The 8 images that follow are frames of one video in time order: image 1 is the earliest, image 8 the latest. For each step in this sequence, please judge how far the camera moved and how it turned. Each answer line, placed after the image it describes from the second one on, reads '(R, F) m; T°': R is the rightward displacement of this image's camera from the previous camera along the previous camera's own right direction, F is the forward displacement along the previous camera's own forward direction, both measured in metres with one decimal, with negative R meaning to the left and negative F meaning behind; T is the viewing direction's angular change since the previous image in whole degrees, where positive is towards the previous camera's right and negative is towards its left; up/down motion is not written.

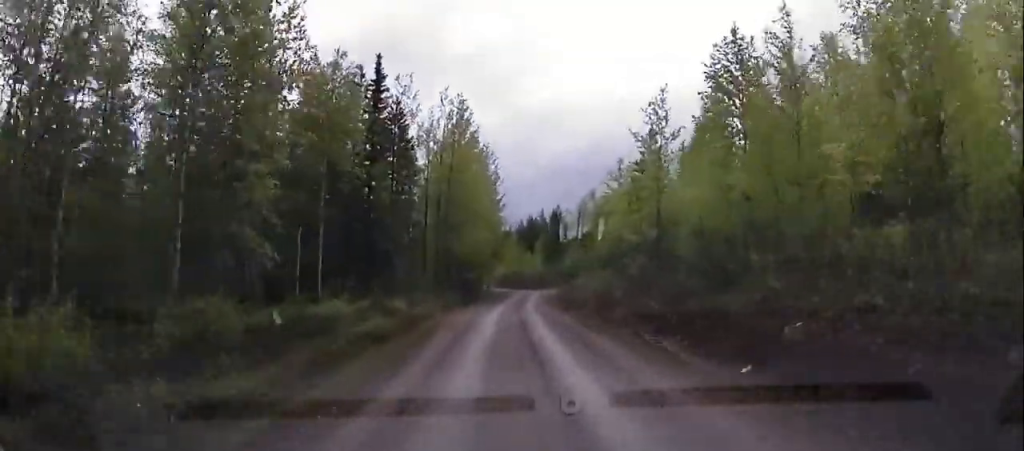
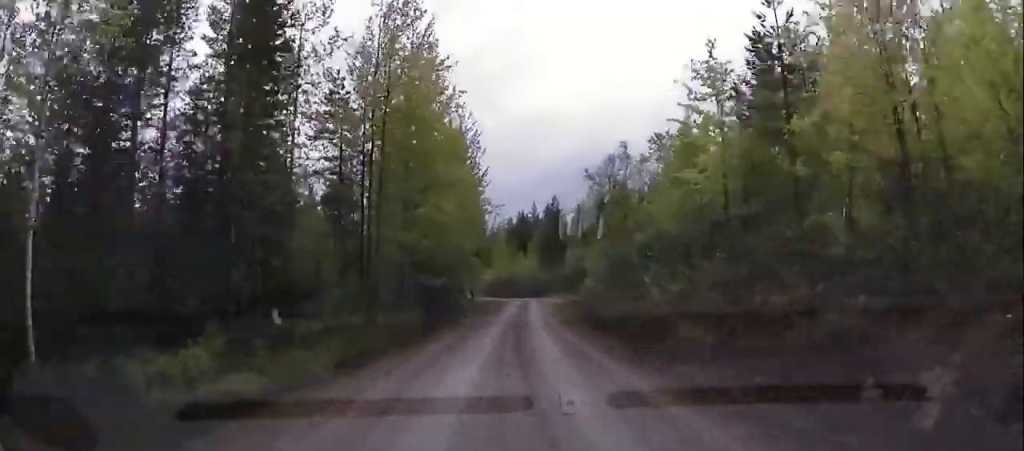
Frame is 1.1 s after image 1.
(0.0, +19.7) m; +1°
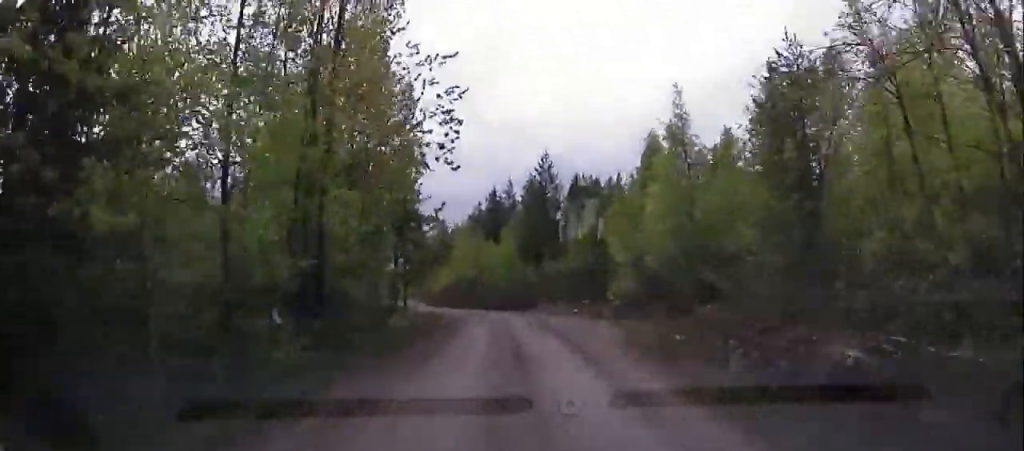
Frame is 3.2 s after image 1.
(+0.6, +34.6) m; +1°
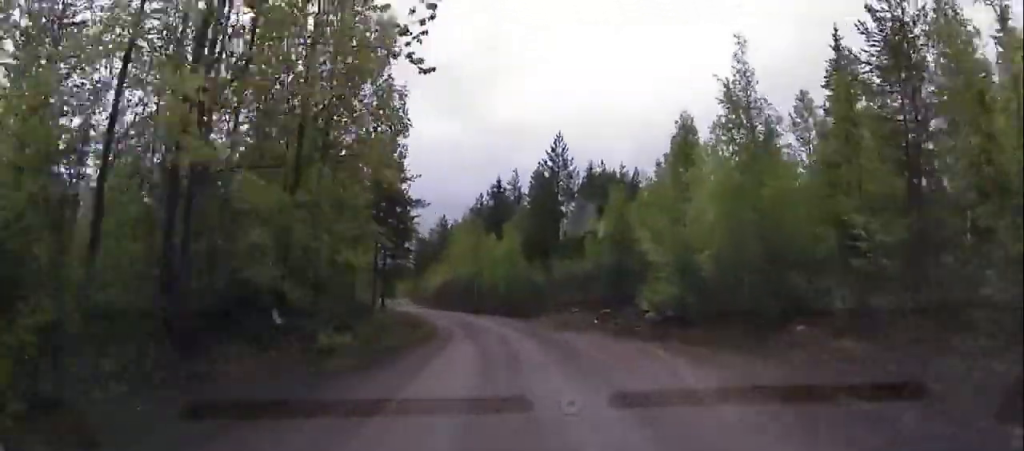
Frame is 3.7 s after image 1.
(-0.1, +8.8) m; 0°
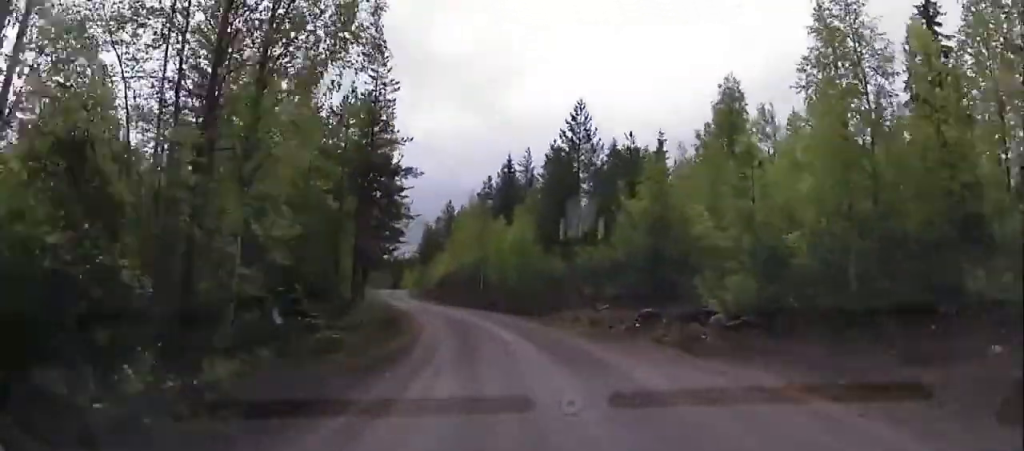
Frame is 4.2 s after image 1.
(0.0, +8.0) m; -2°
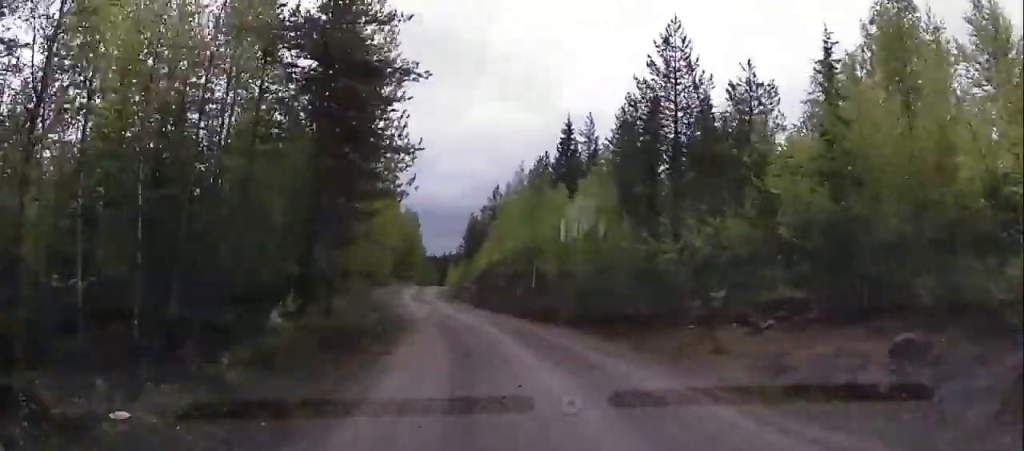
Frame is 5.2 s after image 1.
(-0.4, +15.1) m; -4°
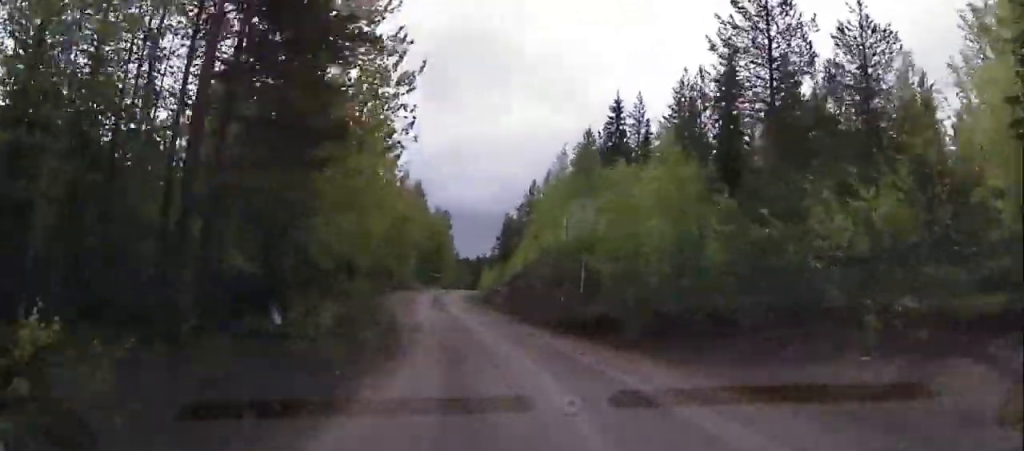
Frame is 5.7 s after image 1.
(-0.3, +8.2) m; -2°
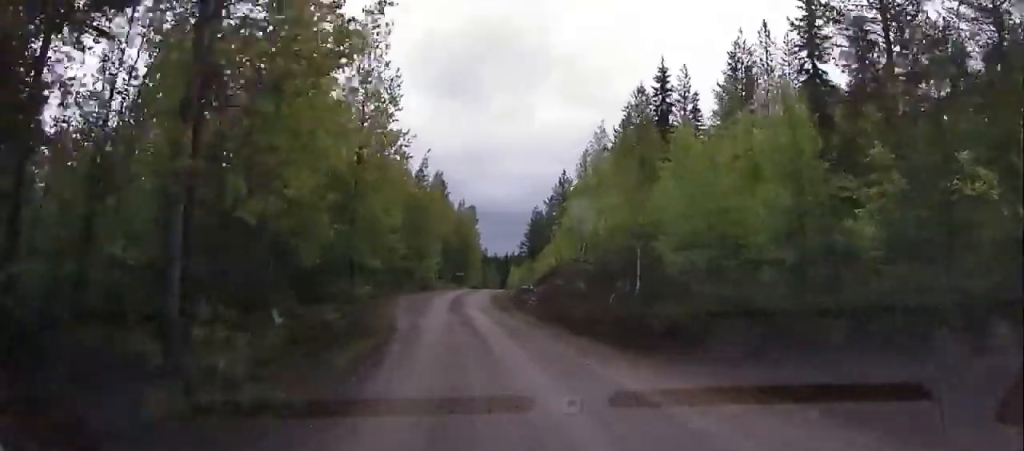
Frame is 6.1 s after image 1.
(0.0, +6.5) m; -1°
